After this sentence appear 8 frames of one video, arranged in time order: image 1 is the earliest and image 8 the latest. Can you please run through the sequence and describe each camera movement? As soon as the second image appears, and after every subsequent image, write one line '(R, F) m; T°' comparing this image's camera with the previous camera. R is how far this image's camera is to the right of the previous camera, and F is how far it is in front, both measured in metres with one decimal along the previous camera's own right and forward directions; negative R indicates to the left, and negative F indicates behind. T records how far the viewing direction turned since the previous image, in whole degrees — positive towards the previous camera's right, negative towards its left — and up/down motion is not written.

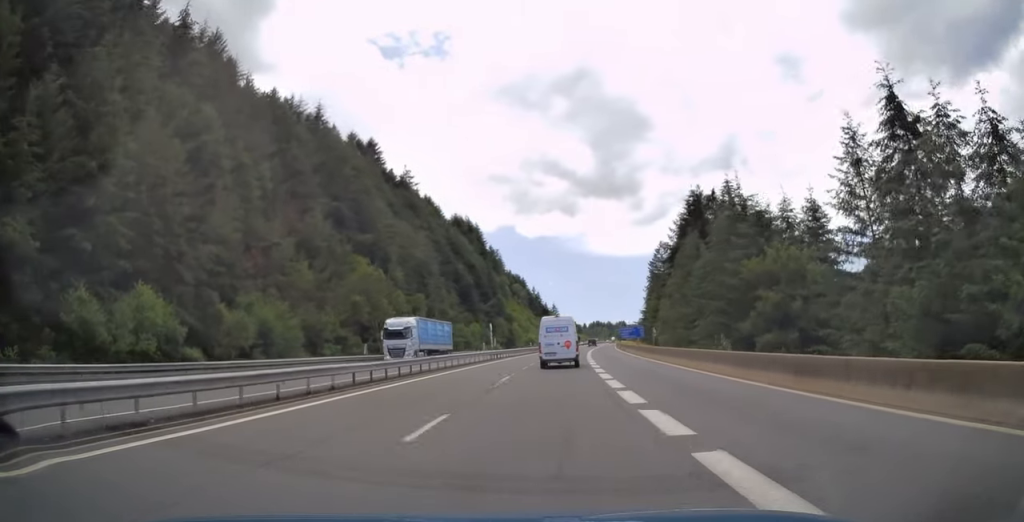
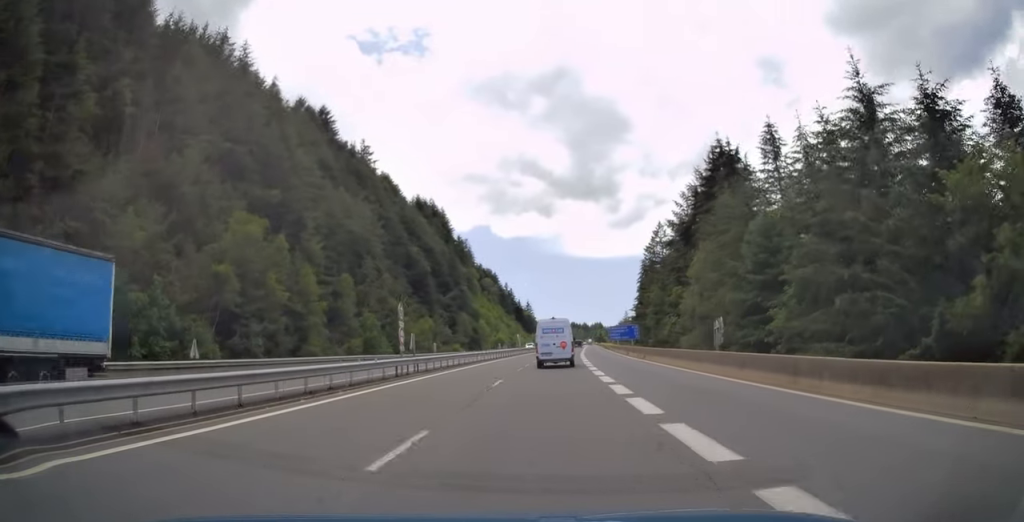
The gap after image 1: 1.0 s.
(+0.6, +27.6) m; +3°
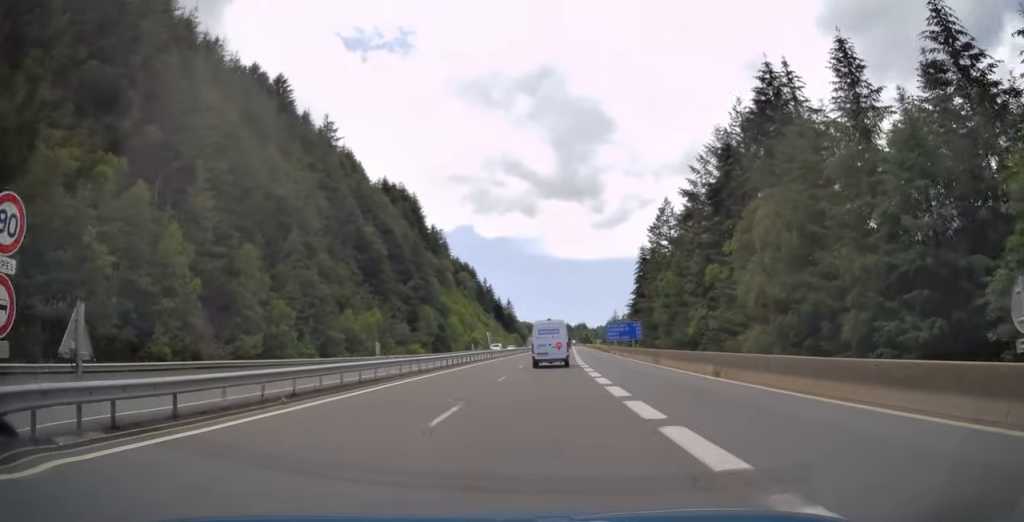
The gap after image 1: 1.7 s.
(+0.6, +22.3) m; +2°
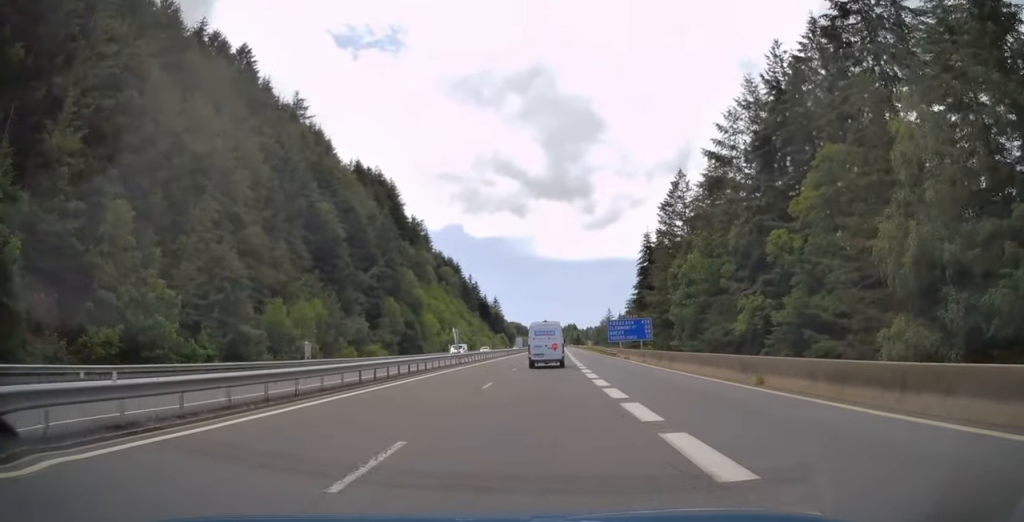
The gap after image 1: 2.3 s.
(-0.1, +17.4) m; +1°
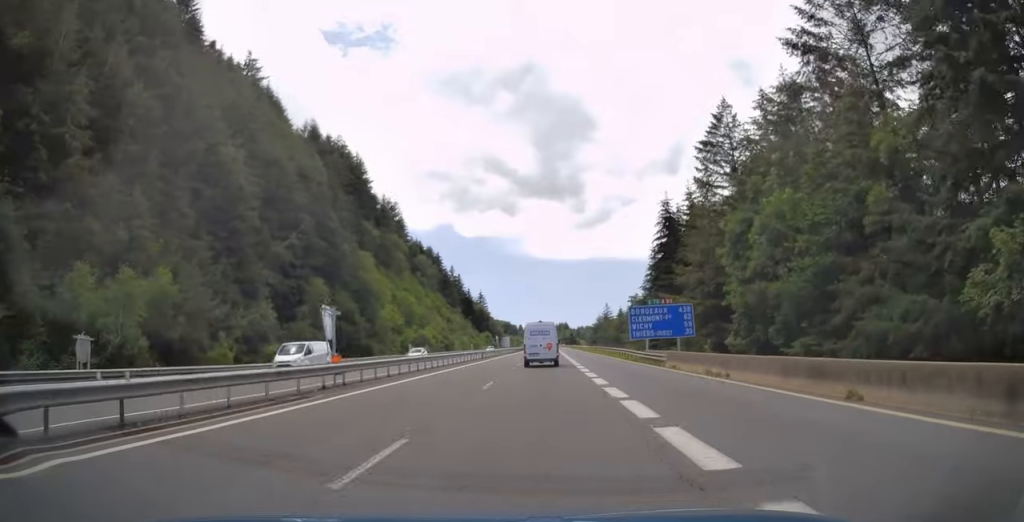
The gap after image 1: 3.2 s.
(+0.3, +25.6) m; +1°
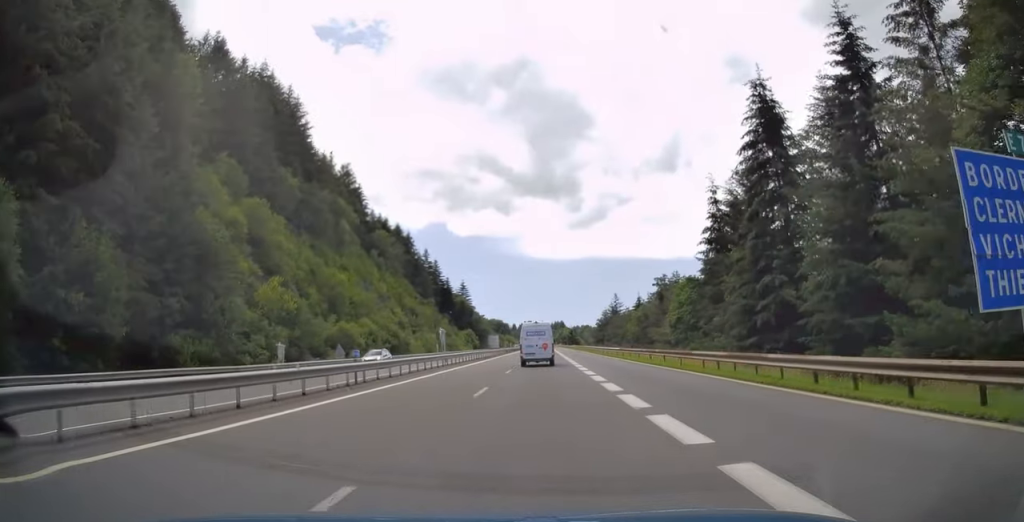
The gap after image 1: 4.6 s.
(+0.6, +41.7) m; 0°
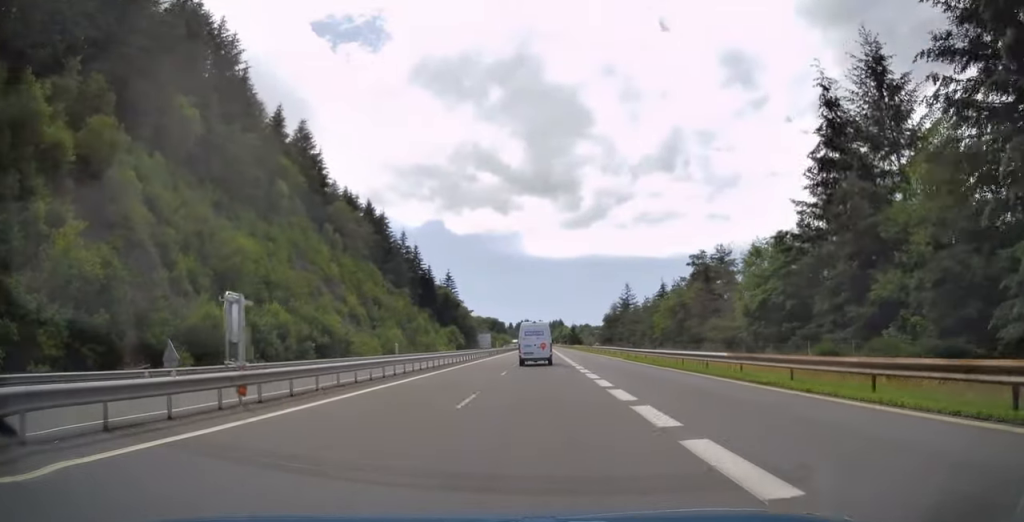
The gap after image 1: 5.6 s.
(-0.3, +28.6) m; 0°
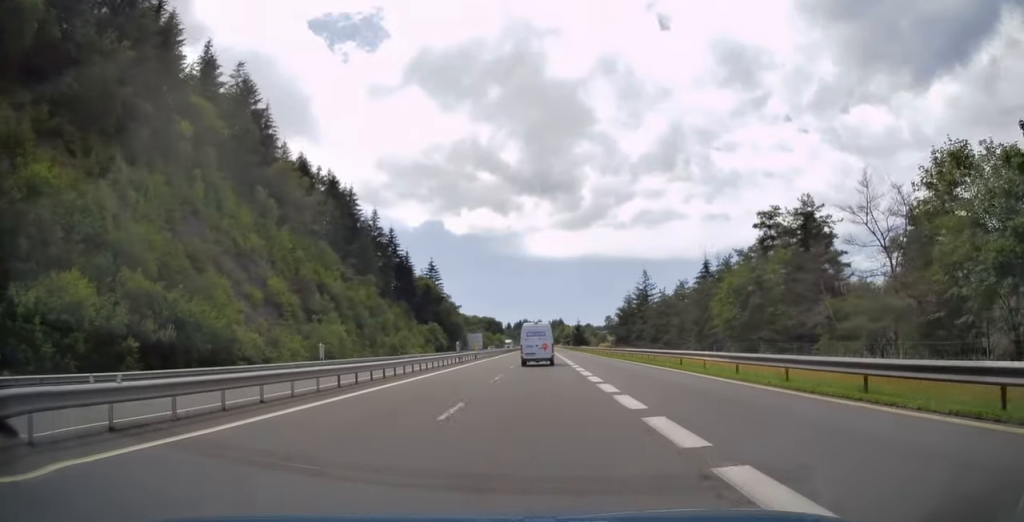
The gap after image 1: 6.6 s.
(+0.4, +27.6) m; +1°
